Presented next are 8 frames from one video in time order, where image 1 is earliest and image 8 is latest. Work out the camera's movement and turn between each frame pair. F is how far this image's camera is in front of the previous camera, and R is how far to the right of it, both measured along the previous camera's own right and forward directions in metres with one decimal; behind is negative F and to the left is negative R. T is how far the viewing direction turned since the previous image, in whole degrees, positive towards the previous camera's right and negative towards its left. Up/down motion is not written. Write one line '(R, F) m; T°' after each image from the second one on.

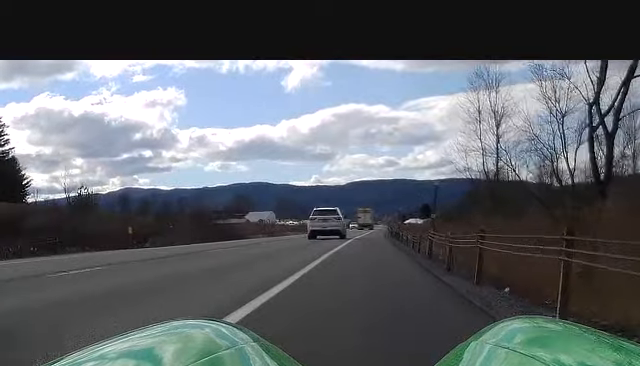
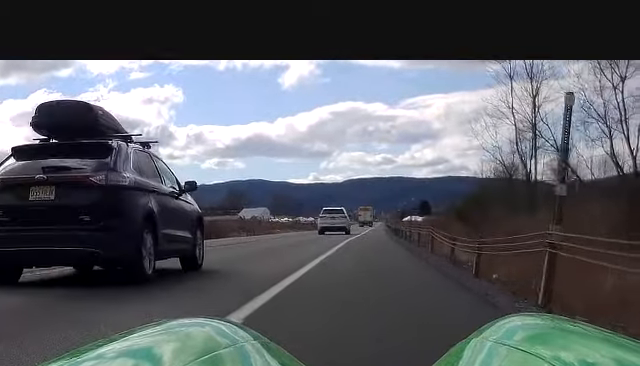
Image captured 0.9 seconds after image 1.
(0.0, +13.3) m; -1°
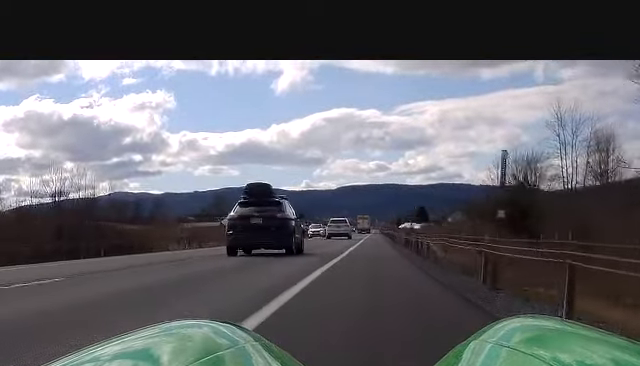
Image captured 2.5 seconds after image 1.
(-0.1, +25.3) m; +3°
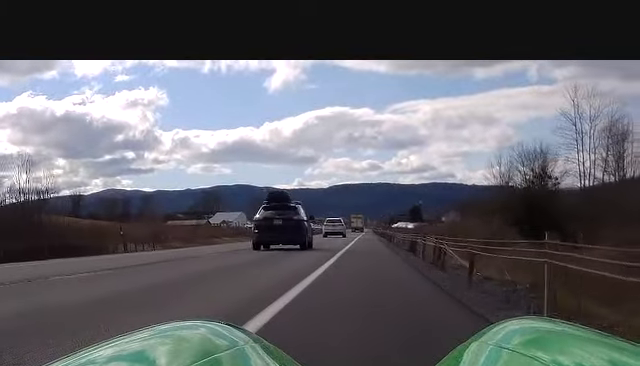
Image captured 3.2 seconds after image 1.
(+0.2, +9.5) m; +2°
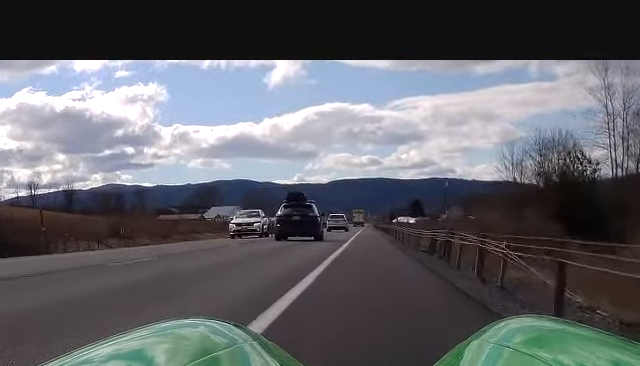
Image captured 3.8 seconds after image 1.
(+0.3, +10.0) m; 0°
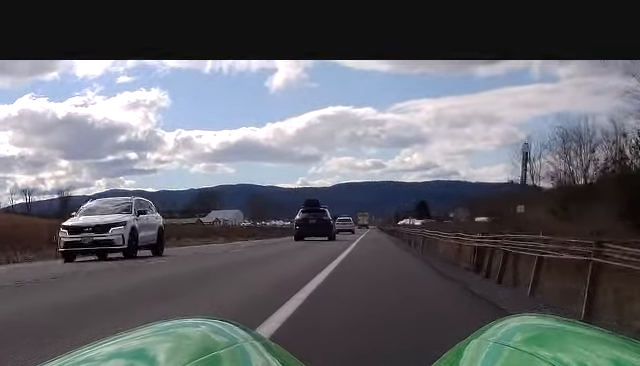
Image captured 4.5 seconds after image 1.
(-0.2, +10.0) m; -1°
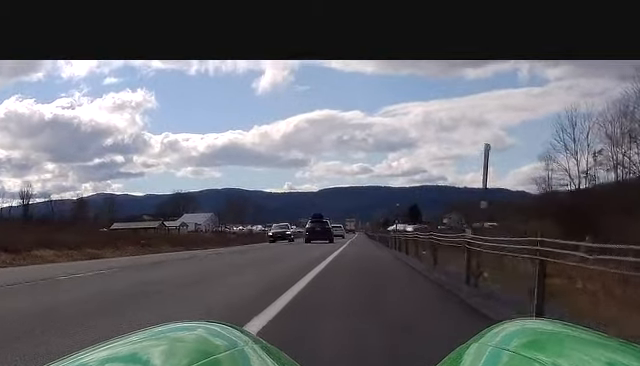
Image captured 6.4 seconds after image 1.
(-0.6, +28.4) m; -1°
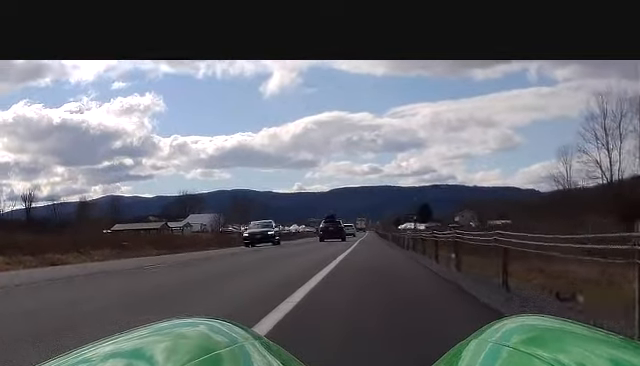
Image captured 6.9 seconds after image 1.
(0.0, +7.4) m; 0°
